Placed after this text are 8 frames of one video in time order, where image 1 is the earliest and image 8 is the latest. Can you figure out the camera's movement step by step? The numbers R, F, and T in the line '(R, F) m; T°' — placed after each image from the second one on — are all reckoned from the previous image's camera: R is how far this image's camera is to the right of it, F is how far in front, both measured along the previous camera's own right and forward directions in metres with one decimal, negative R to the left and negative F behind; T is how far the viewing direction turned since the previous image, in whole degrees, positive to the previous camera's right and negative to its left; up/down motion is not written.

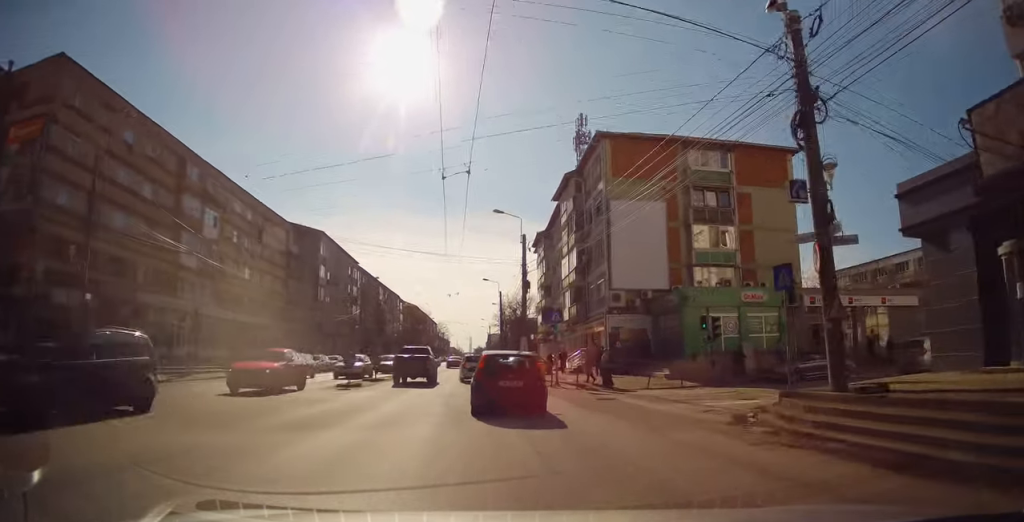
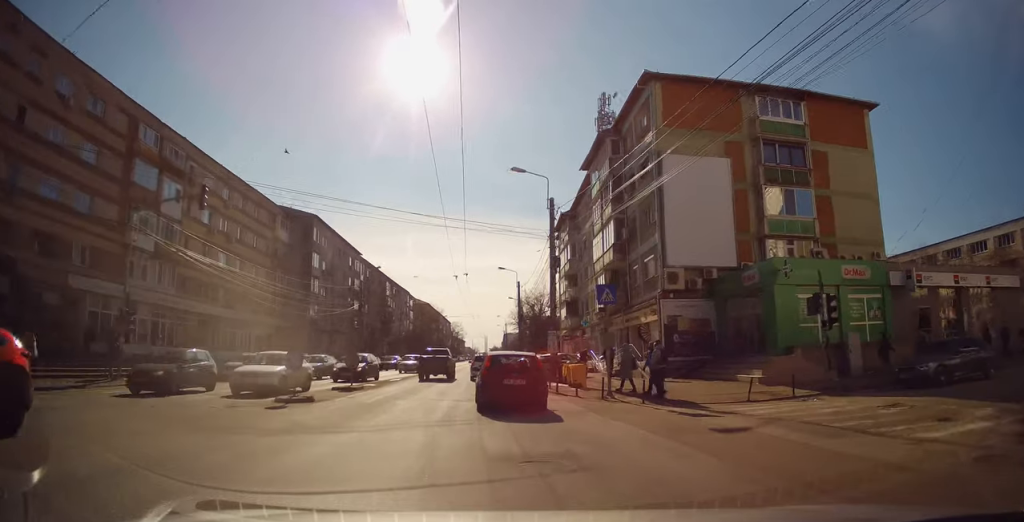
(-0.1, +7.9) m; -2°
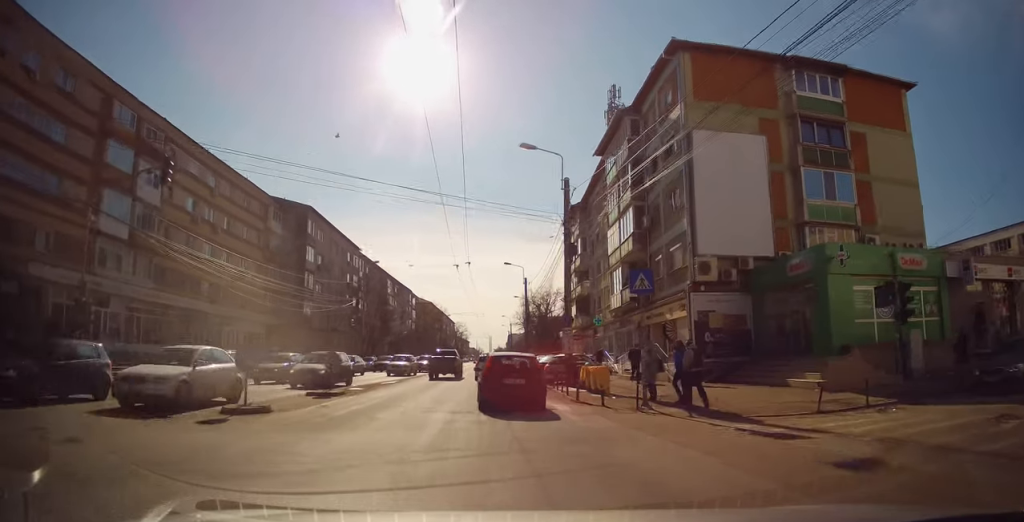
(0.0, +3.5) m; 0°
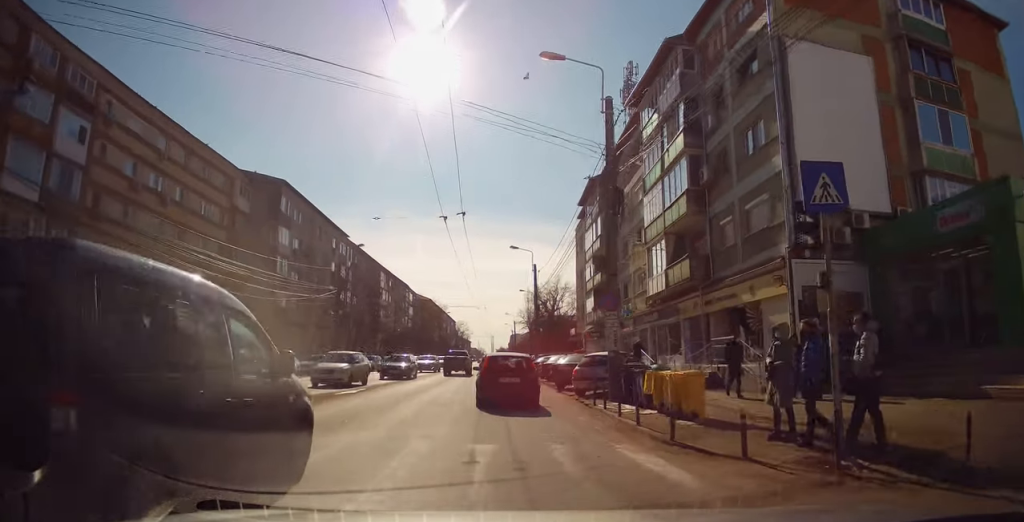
(-0.1, +8.4) m; +1°
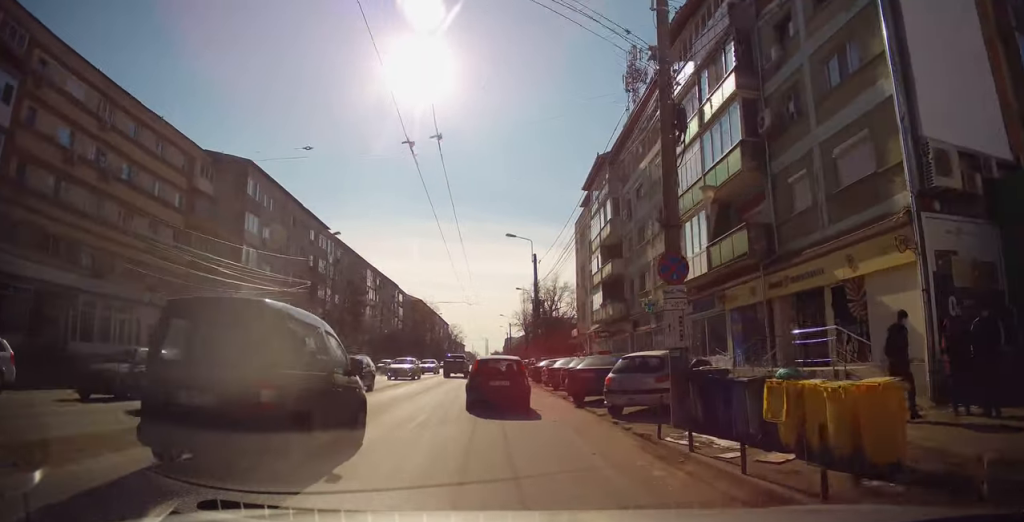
(+0.1, +5.5) m; +1°
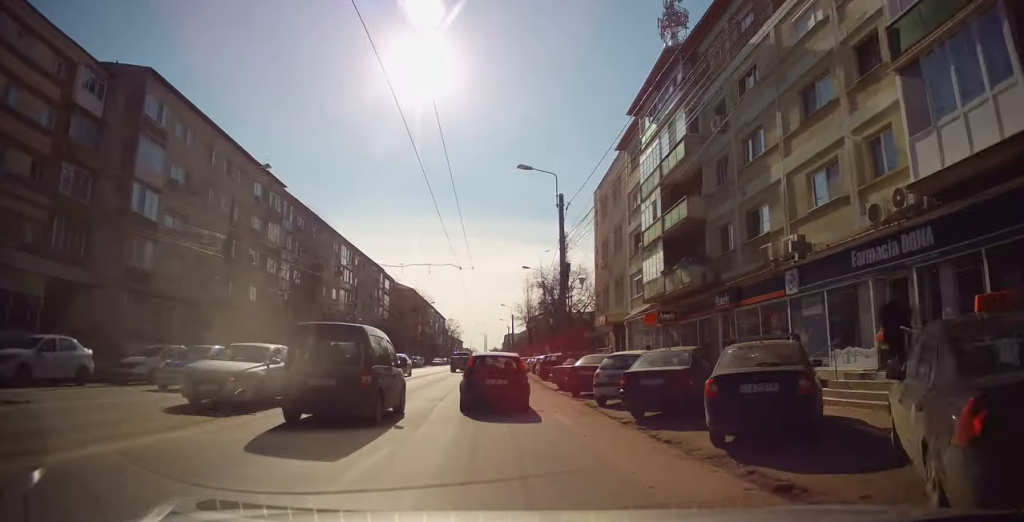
(0.0, +13.1) m; -1°
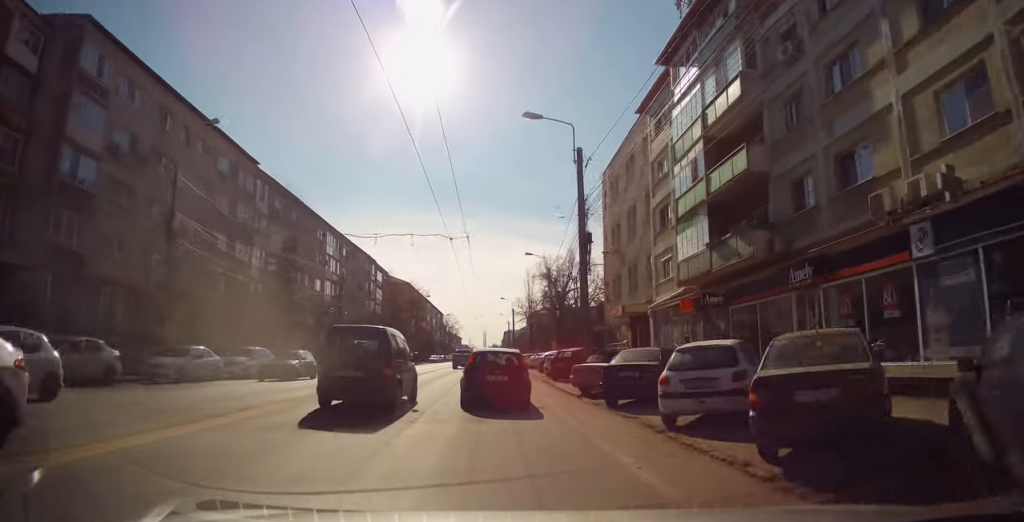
(+0.1, +5.4) m; -1°
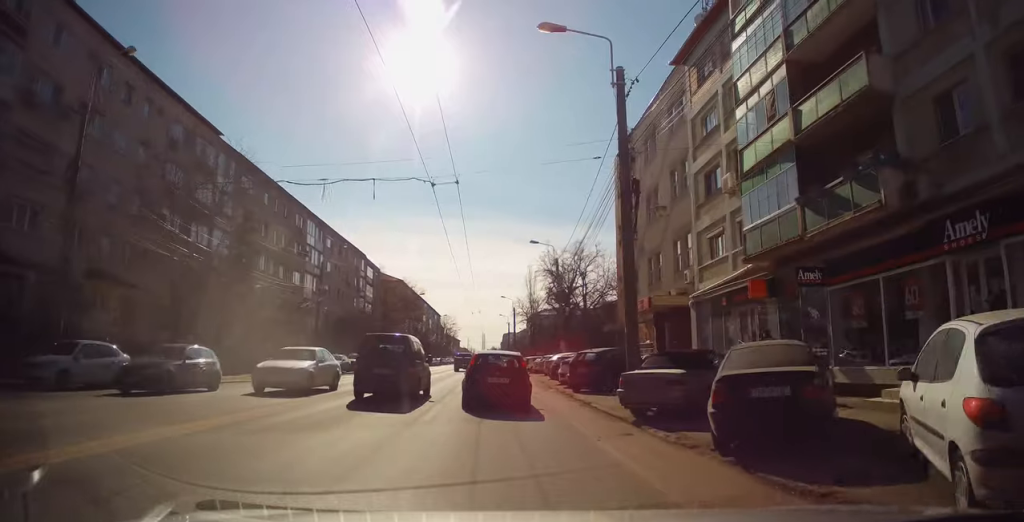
(-0.2, +6.6) m; 0°
